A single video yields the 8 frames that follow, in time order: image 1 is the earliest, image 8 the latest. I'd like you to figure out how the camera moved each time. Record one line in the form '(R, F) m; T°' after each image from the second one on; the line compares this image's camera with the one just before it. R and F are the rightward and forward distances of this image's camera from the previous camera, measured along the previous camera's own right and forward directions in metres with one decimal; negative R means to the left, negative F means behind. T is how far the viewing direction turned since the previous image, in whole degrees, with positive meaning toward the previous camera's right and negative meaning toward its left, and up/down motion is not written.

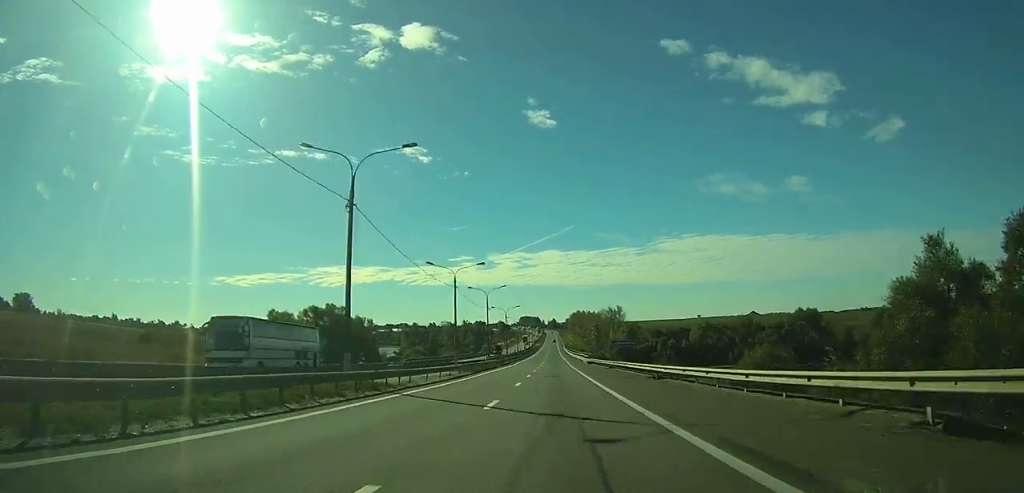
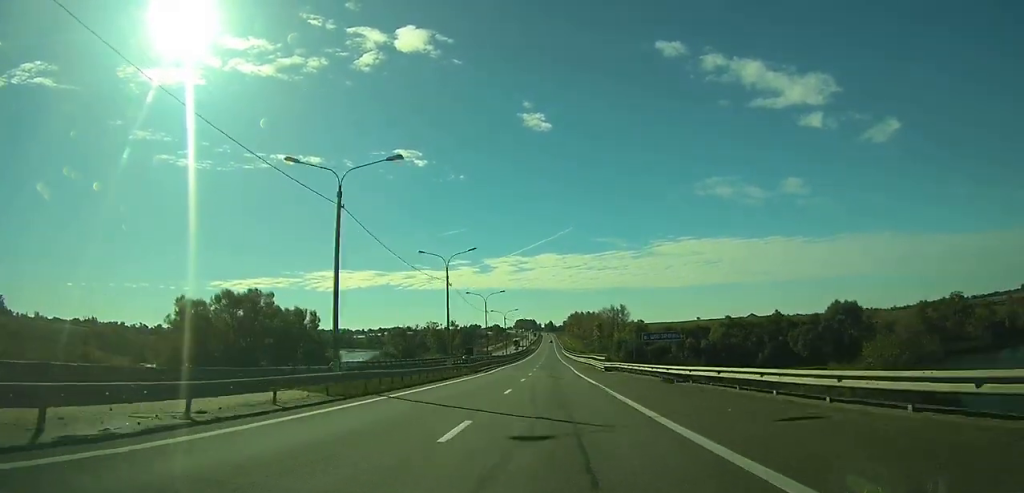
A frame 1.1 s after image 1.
(+0.1, +29.2) m; 0°
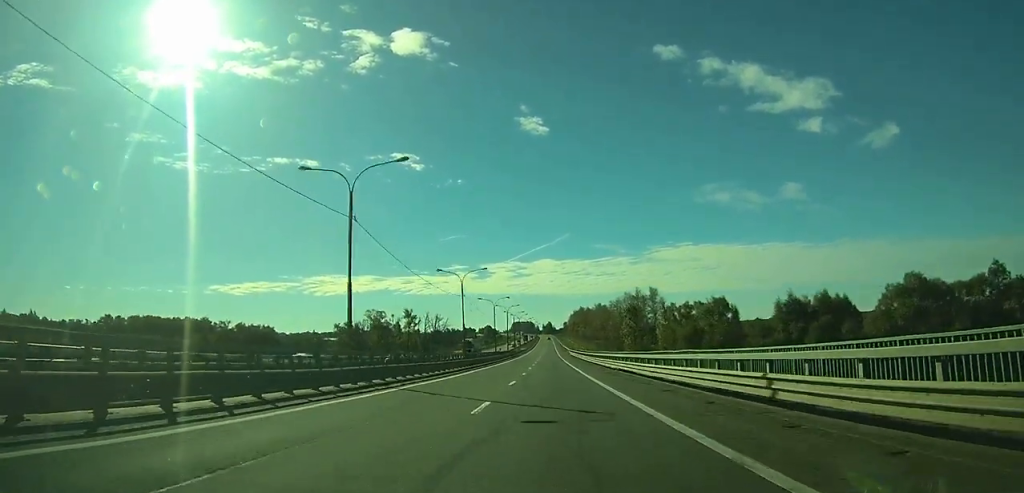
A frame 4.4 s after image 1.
(+0.3, +91.4) m; 0°
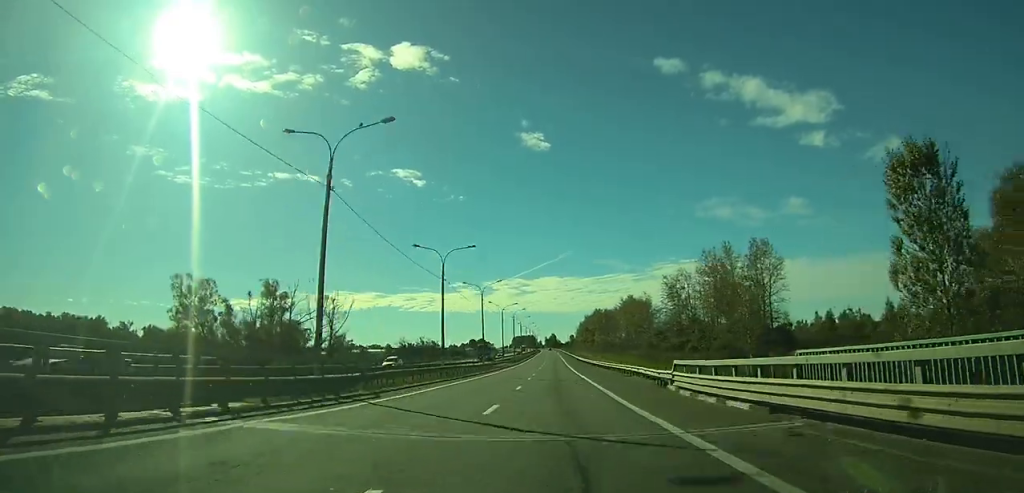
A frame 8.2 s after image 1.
(+0.5, +105.2) m; 0°
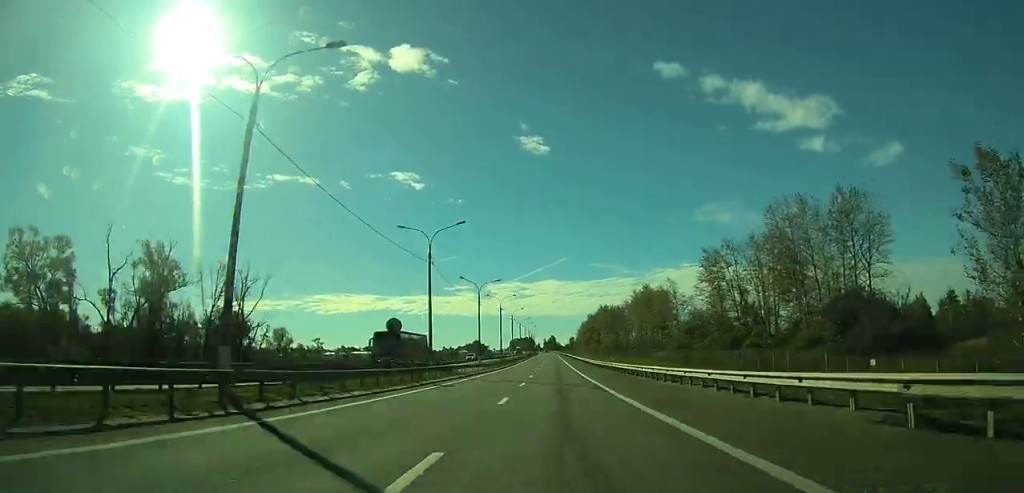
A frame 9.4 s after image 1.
(-0.1, +33.7) m; 0°
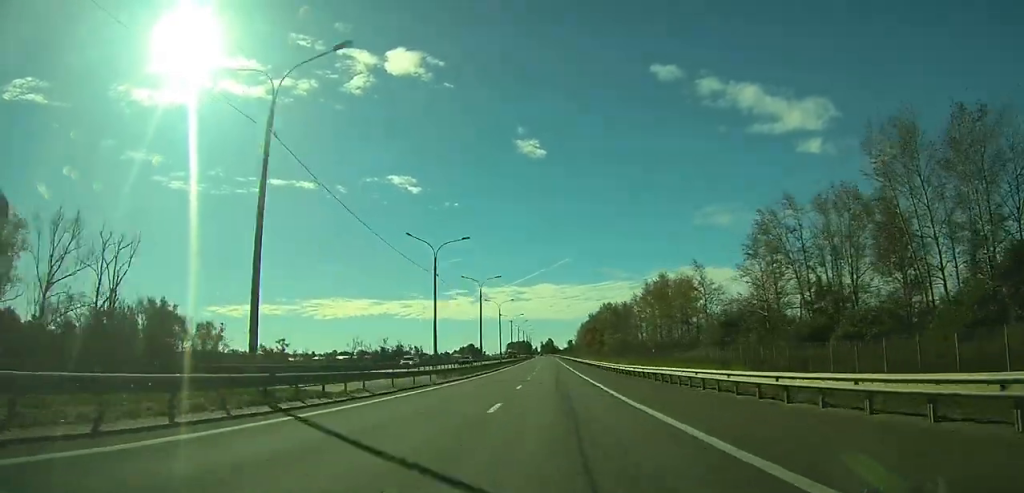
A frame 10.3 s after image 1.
(-0.1, +26.2) m; 0°
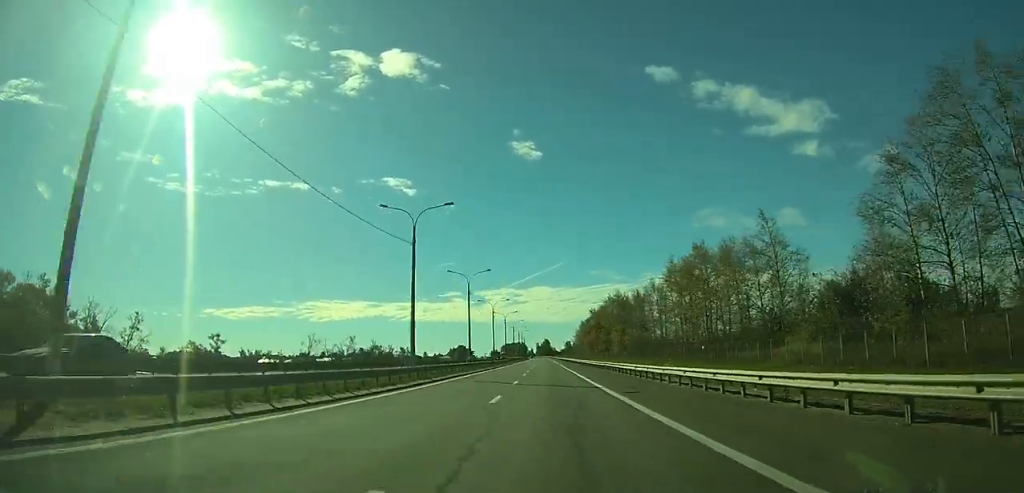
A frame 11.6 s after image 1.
(+0.2, +35.8) m; 0°
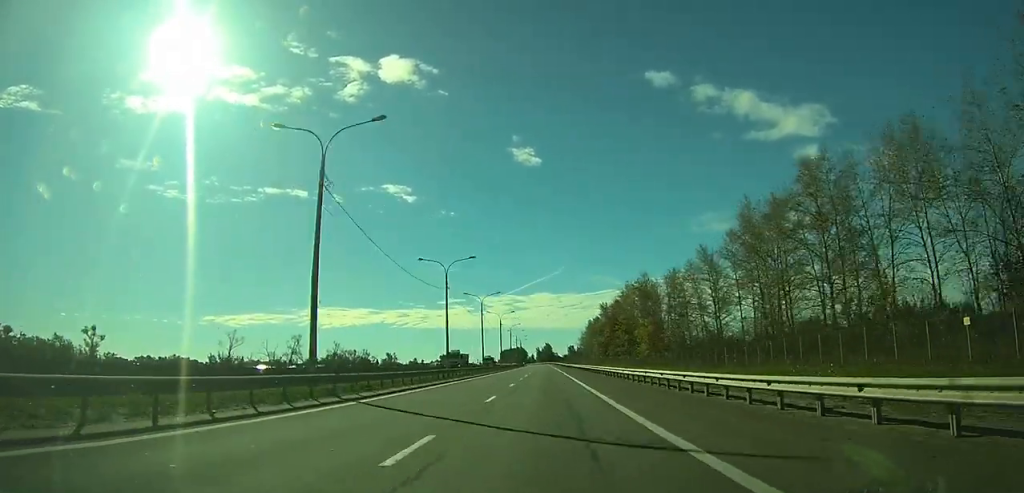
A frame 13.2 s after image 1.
(+0.1, +45.5) m; 0°
